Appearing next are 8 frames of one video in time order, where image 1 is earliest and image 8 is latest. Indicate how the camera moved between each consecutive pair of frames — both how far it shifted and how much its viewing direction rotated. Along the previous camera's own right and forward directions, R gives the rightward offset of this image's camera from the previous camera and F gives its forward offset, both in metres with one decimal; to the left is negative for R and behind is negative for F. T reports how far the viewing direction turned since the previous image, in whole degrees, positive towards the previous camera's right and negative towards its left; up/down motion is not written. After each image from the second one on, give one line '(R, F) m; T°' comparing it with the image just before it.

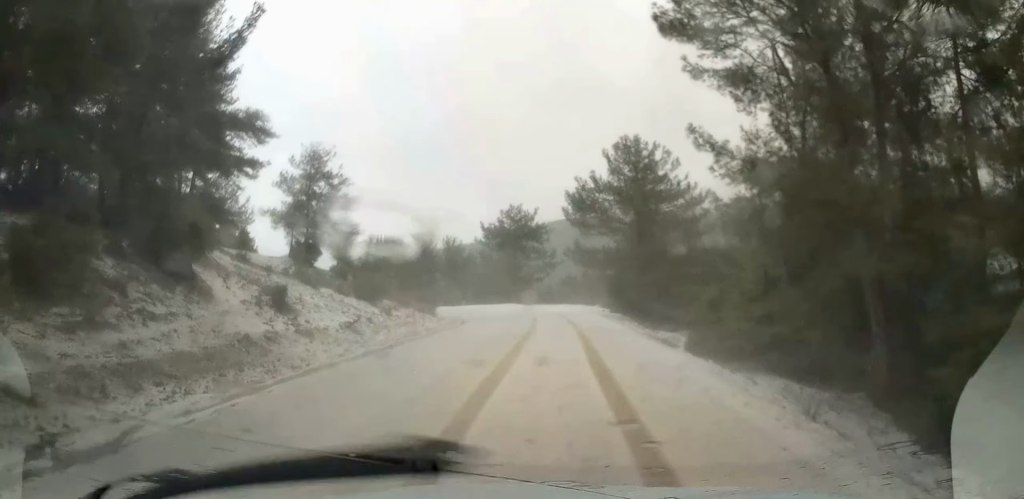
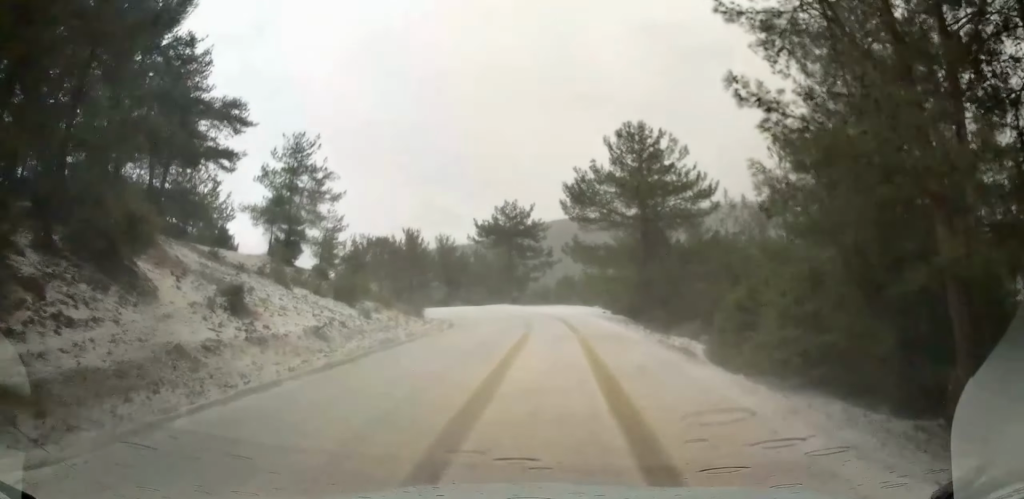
(0.0, +3.3) m; 0°
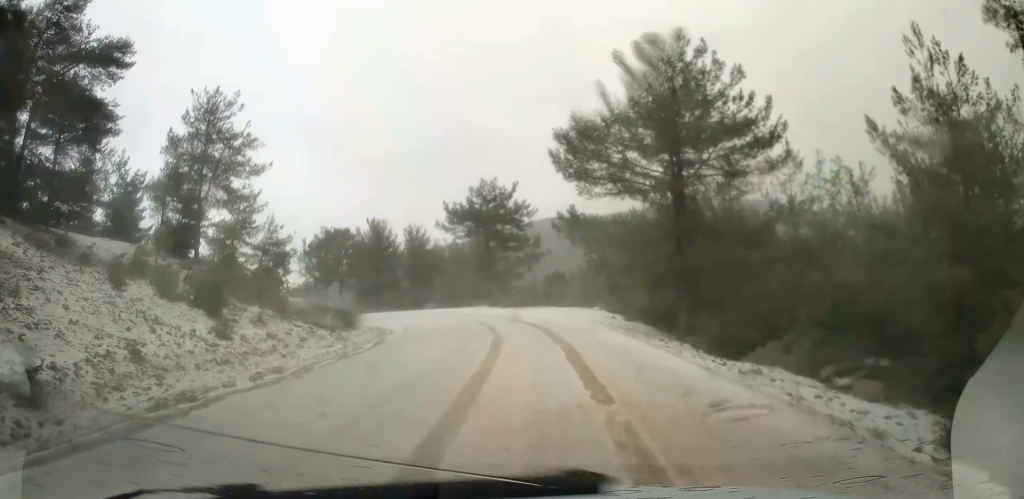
(+0.2, +13.3) m; 0°
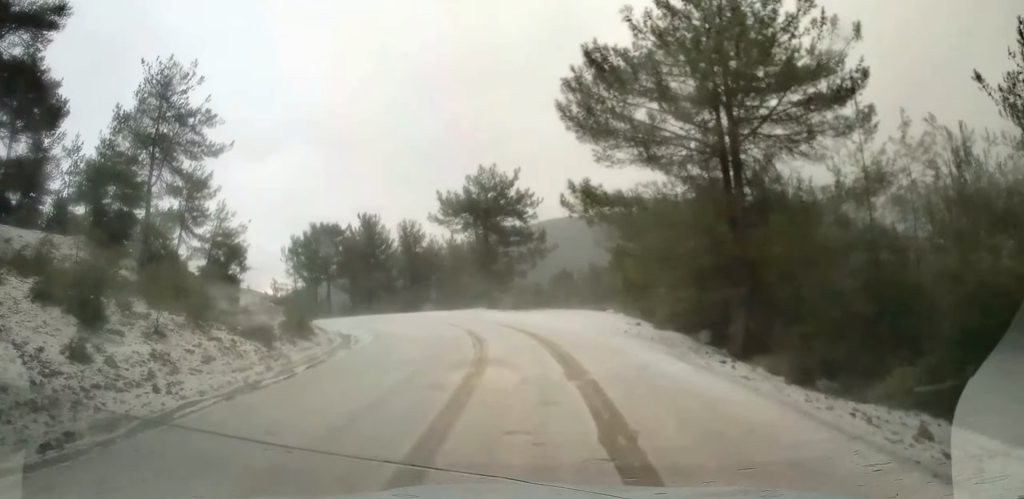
(-0.2, +6.9) m; -2°
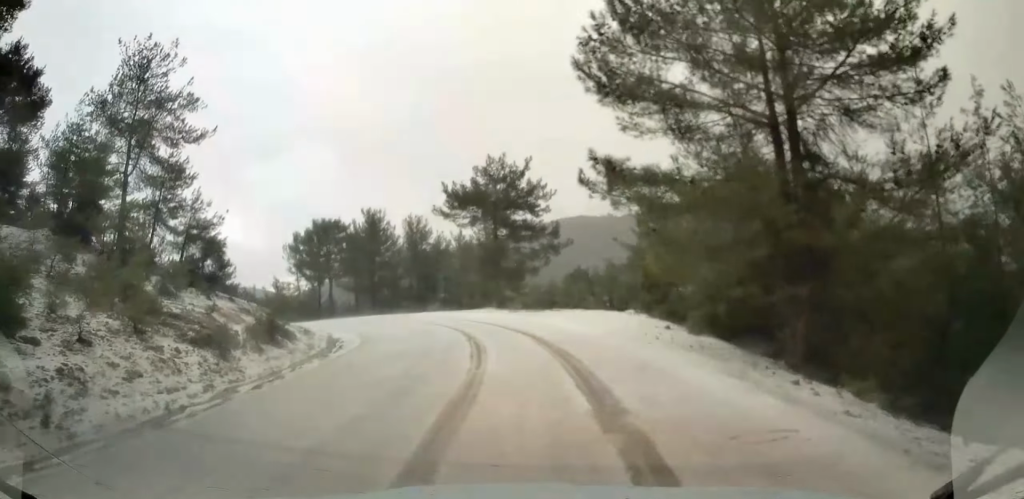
(0.0, +3.5) m; 0°
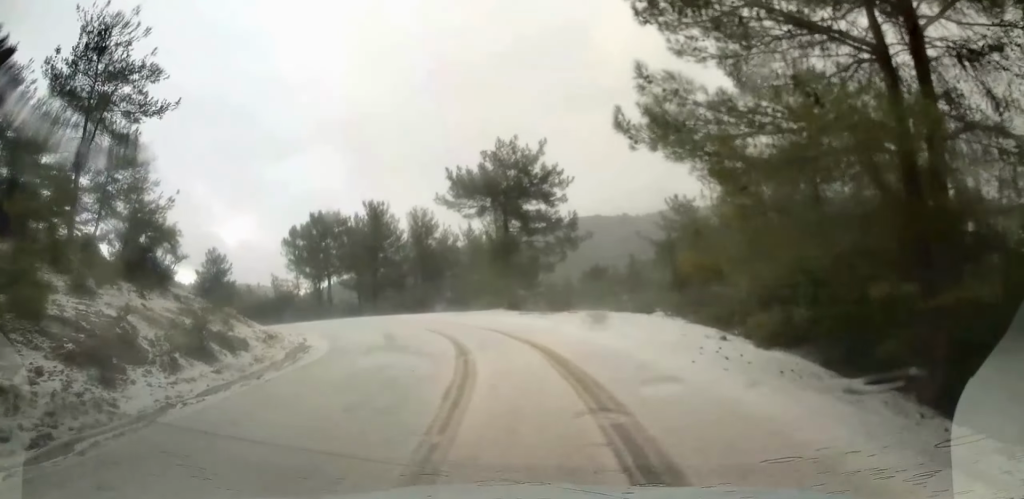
(0.0, +5.0) m; -2°
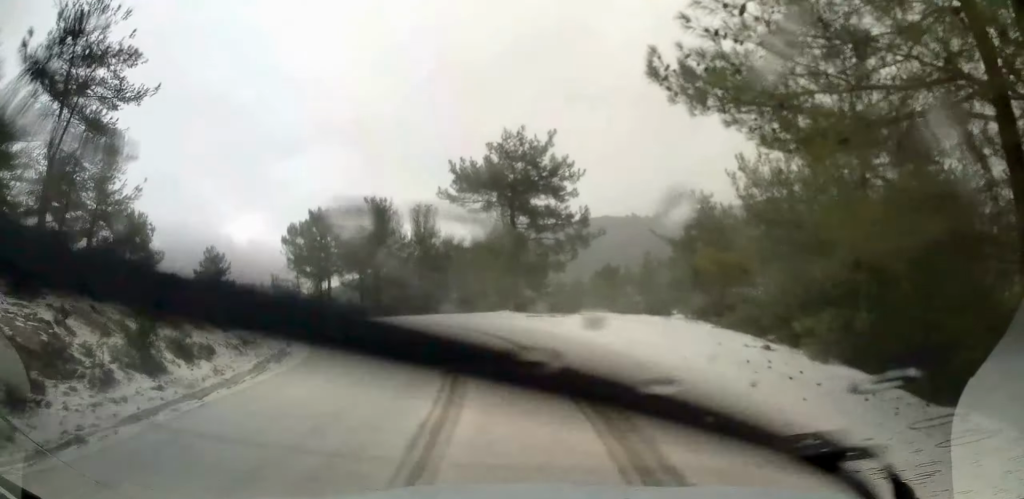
(0.0, +2.6) m; -1°
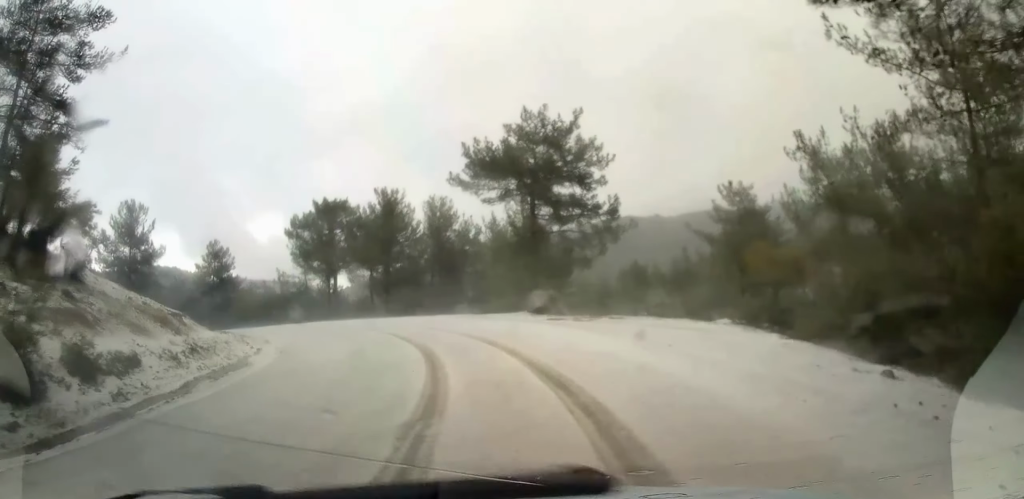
(-0.1, +4.3) m; -1°
